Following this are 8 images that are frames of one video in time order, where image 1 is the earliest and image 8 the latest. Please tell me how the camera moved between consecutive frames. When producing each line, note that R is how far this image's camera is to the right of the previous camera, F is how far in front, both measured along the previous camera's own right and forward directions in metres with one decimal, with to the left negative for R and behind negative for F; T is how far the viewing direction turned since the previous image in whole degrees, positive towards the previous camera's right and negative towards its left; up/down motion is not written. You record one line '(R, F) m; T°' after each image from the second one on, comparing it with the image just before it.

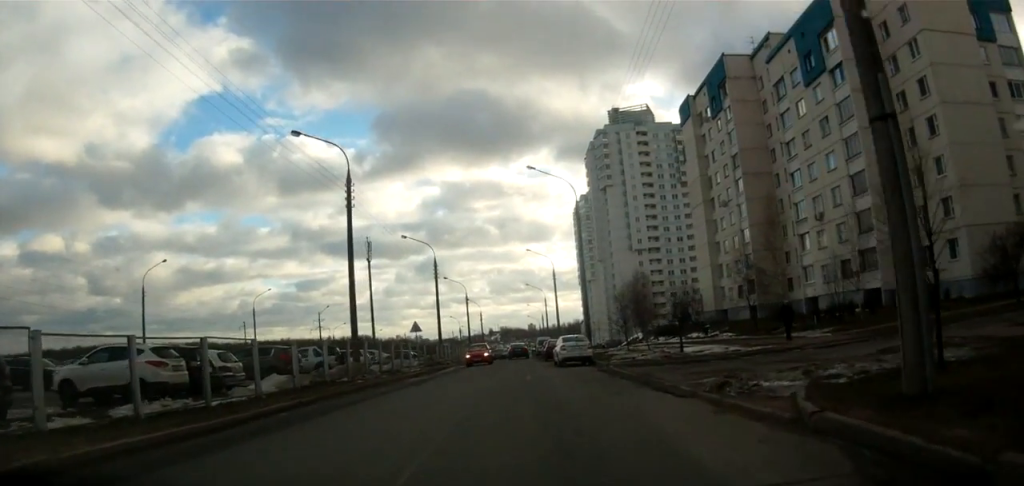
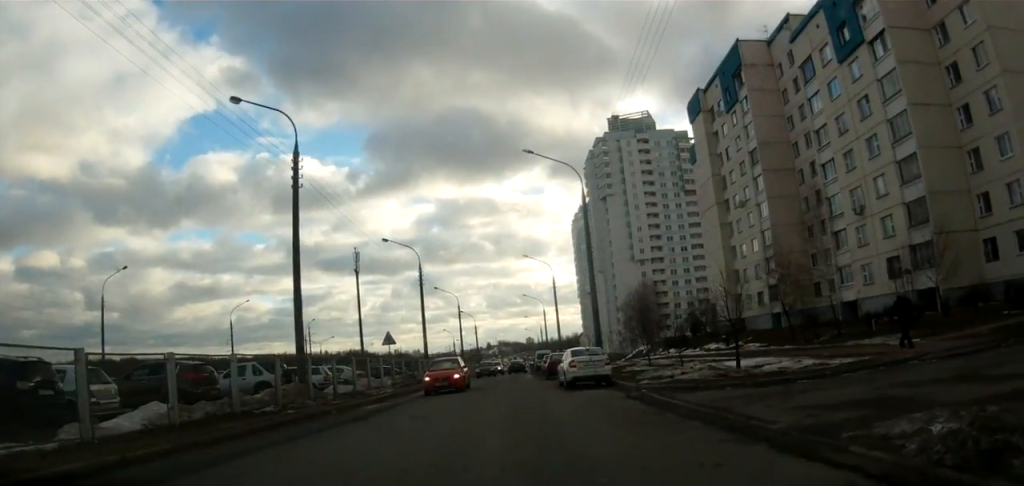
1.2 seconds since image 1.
(+0.2, +7.8) m; 0°
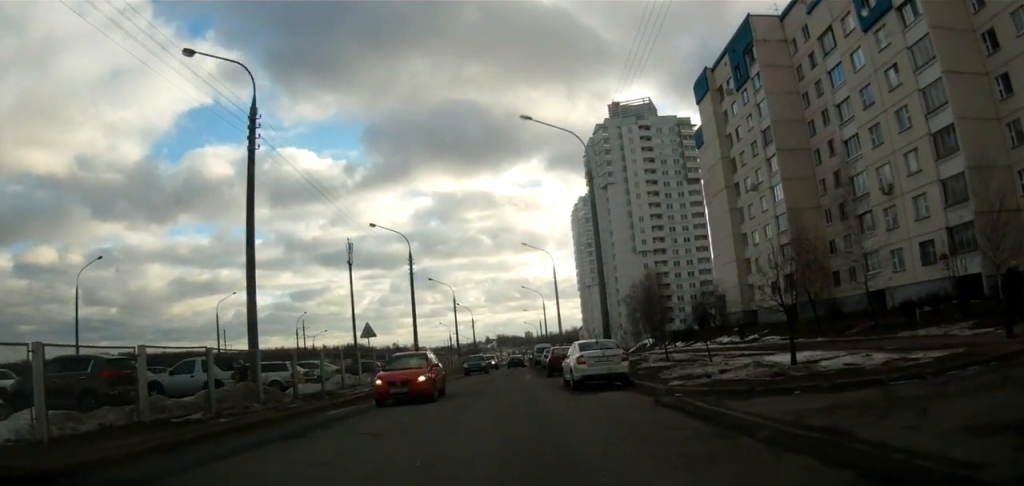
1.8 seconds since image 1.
(0.0, +3.7) m; -2°
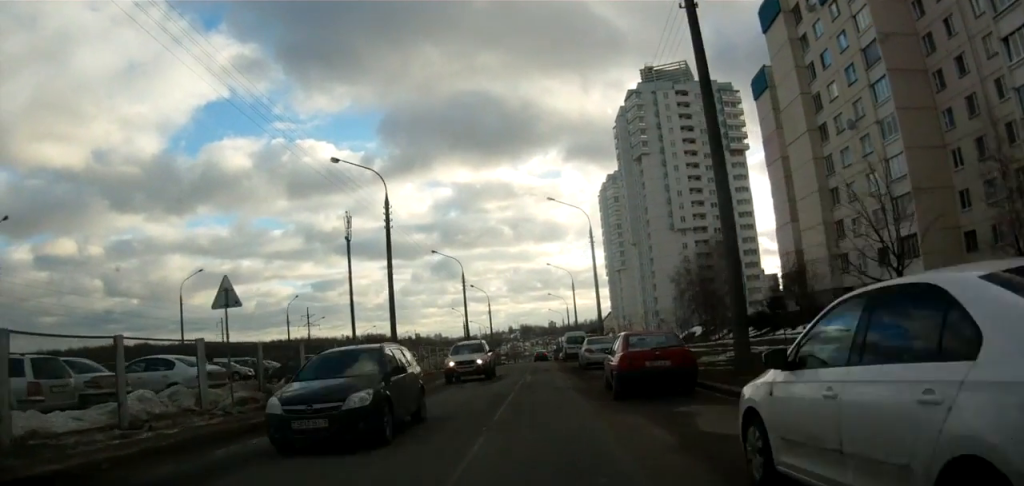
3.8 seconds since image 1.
(0.0, +15.7) m; +2°
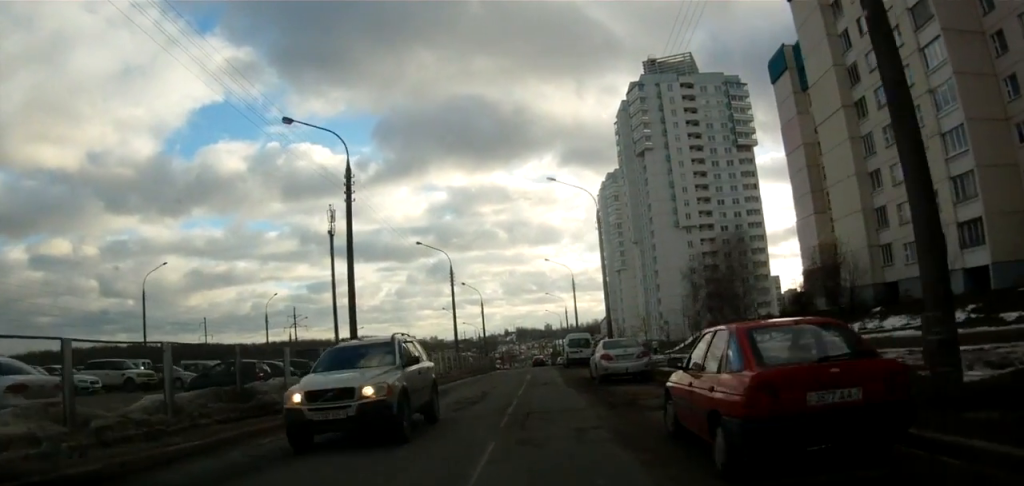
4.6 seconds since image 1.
(0.0, +7.8) m; -2°
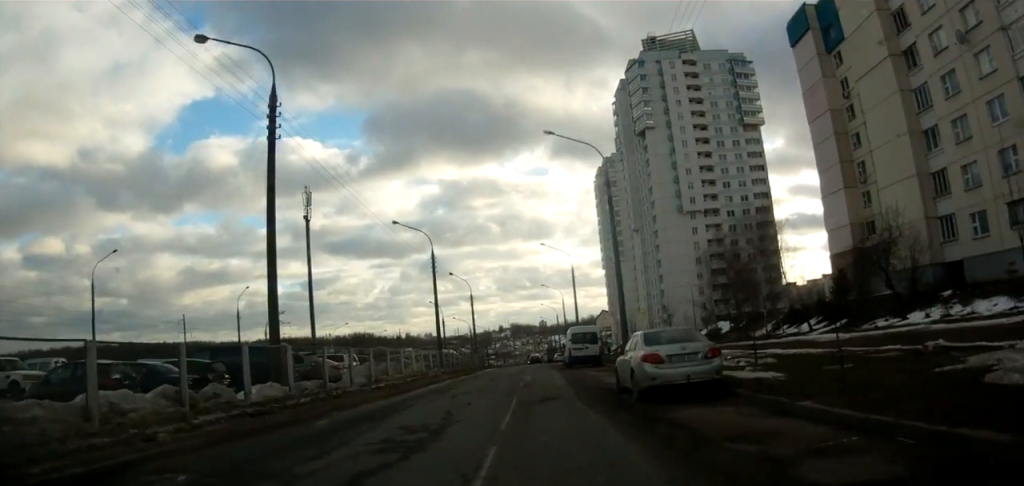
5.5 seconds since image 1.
(-0.2, +8.7) m; 0°
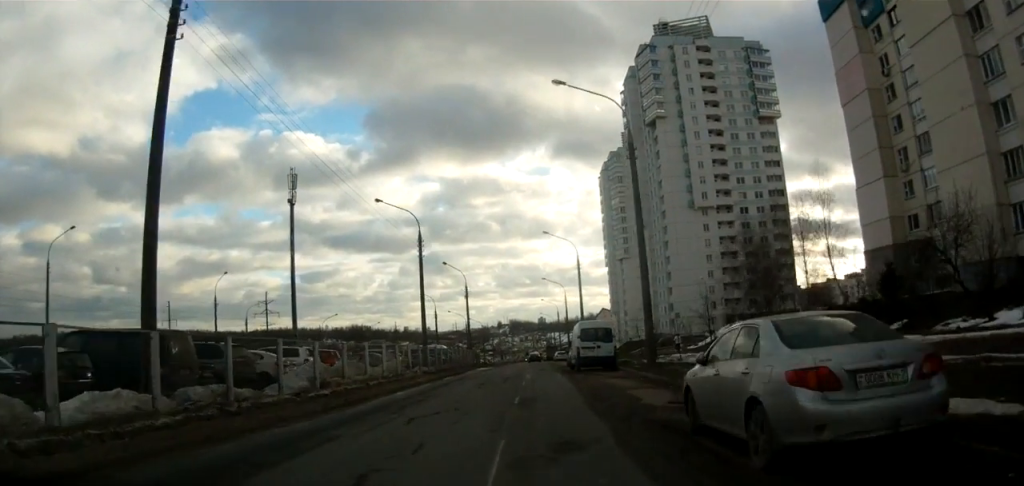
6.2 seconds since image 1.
(0.0, +7.1) m; +1°
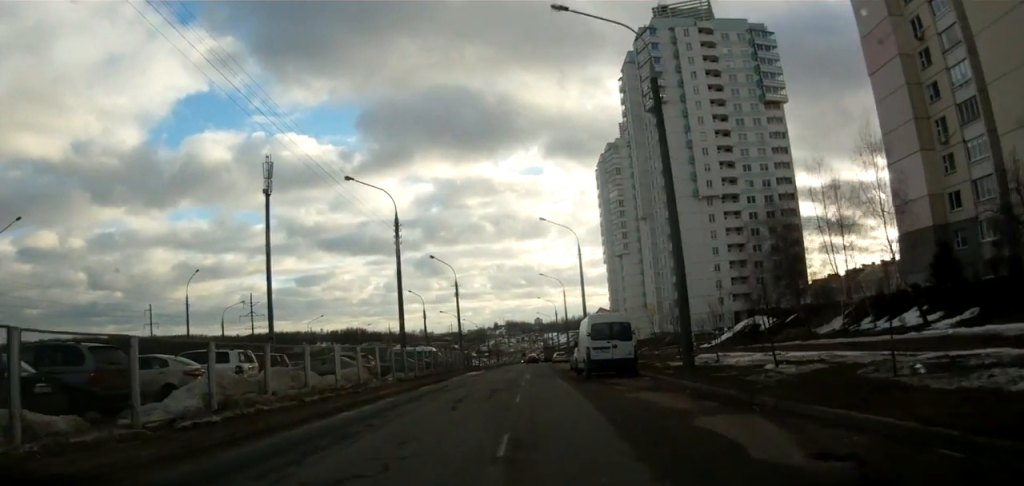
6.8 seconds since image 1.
(+0.1, +6.4) m; +1°
